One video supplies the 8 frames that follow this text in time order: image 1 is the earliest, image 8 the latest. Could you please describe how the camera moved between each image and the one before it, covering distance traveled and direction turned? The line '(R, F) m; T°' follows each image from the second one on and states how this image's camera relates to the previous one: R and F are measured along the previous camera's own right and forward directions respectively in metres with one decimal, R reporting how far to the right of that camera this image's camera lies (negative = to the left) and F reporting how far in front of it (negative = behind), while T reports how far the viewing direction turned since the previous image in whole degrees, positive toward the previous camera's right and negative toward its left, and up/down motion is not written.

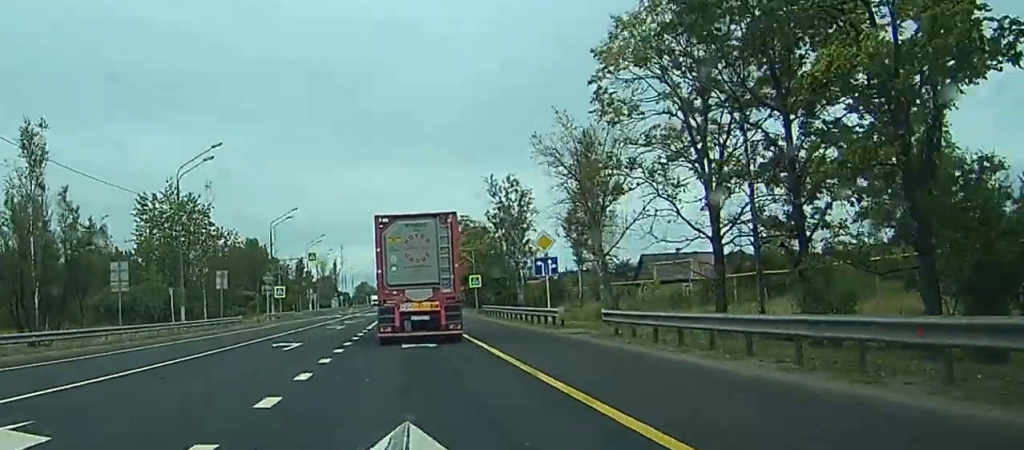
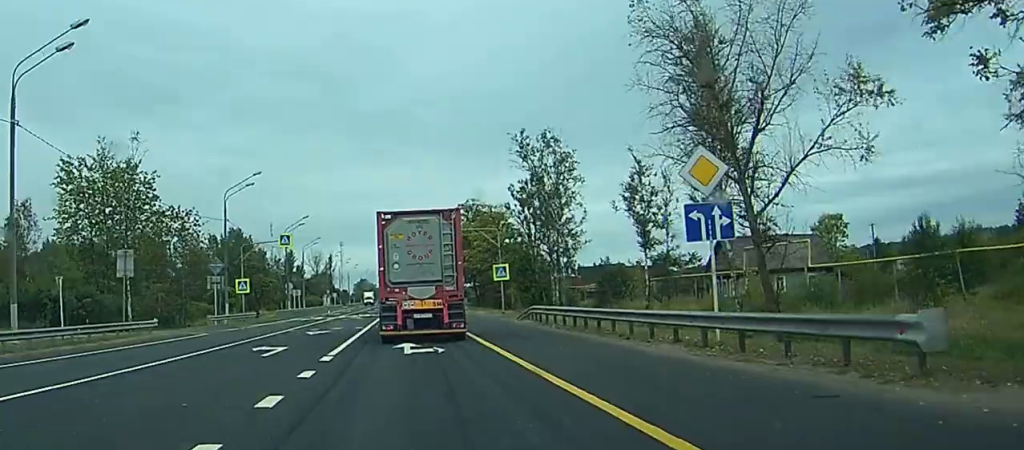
(+0.1, +24.0) m; +1°
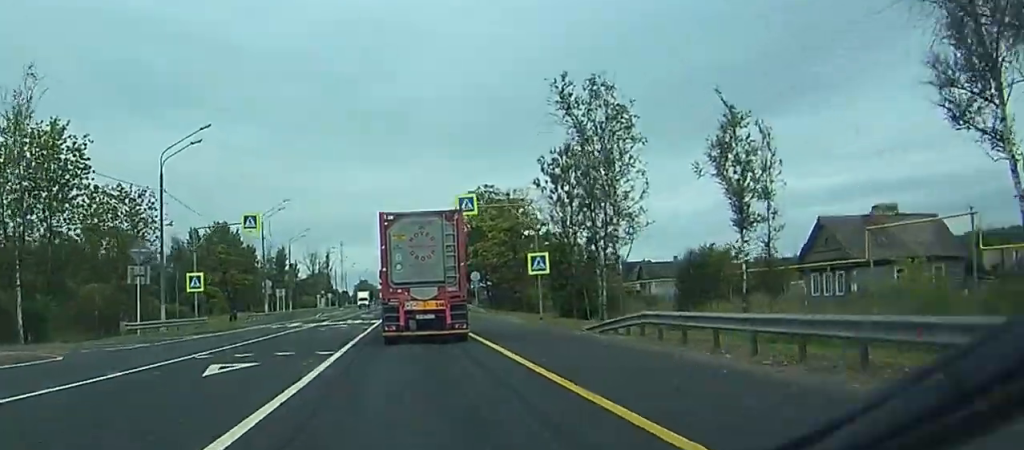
(+0.1, +18.4) m; 0°
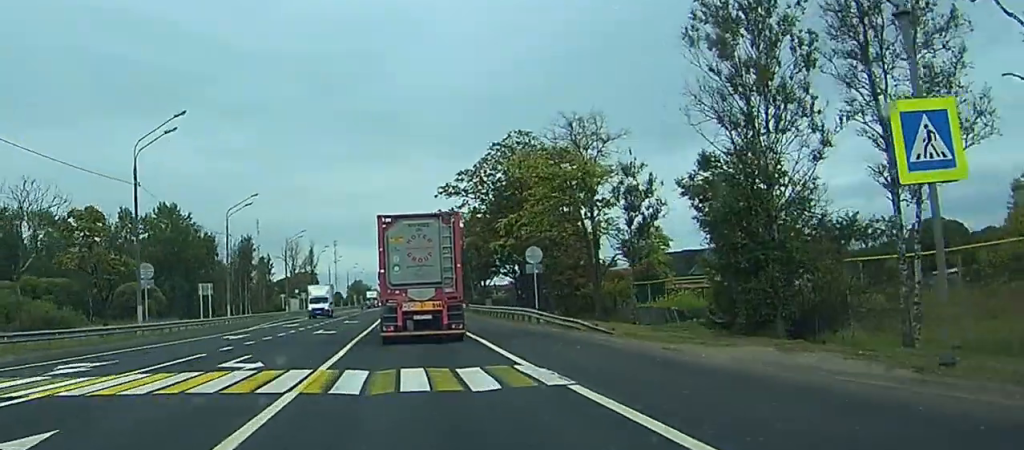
(0.0, +39.5) m; 0°
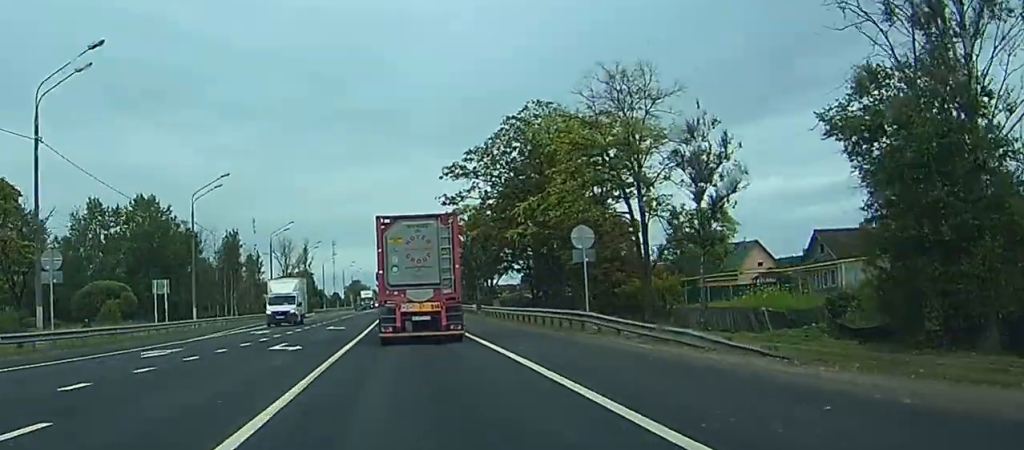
(-0.1, +12.4) m; 0°
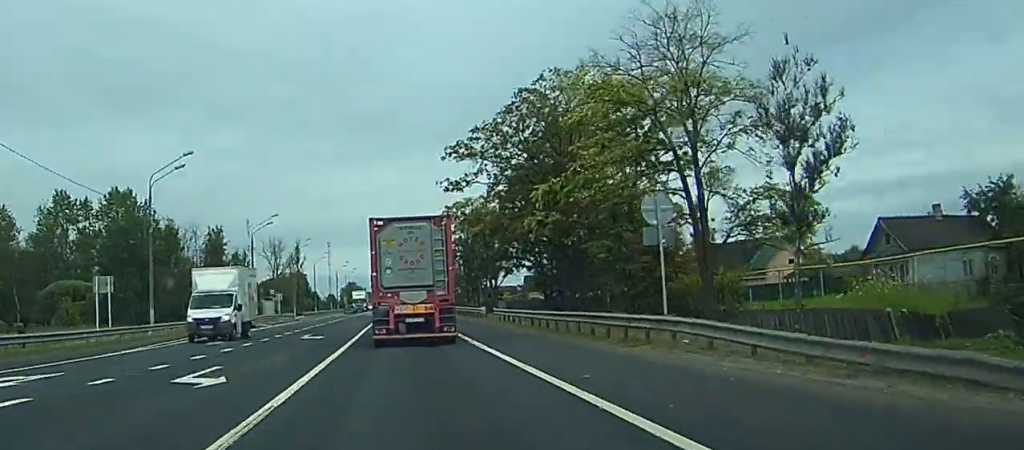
(0.0, +10.1) m; 0°
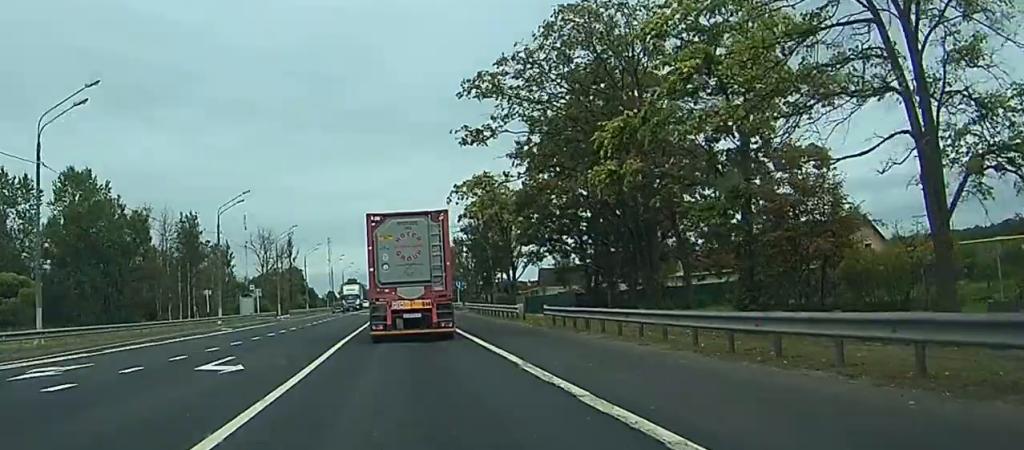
(0.0, +17.4) m; 0°
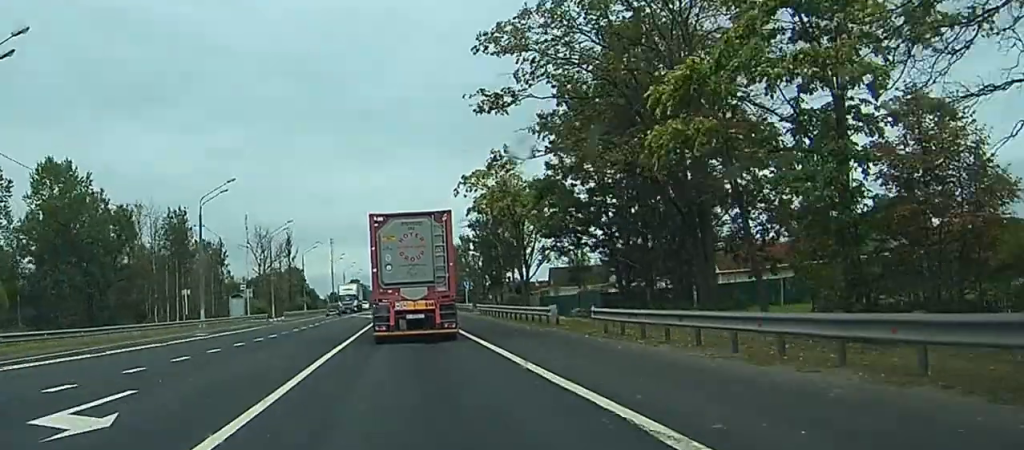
(0.0, +7.9) m; 0°
